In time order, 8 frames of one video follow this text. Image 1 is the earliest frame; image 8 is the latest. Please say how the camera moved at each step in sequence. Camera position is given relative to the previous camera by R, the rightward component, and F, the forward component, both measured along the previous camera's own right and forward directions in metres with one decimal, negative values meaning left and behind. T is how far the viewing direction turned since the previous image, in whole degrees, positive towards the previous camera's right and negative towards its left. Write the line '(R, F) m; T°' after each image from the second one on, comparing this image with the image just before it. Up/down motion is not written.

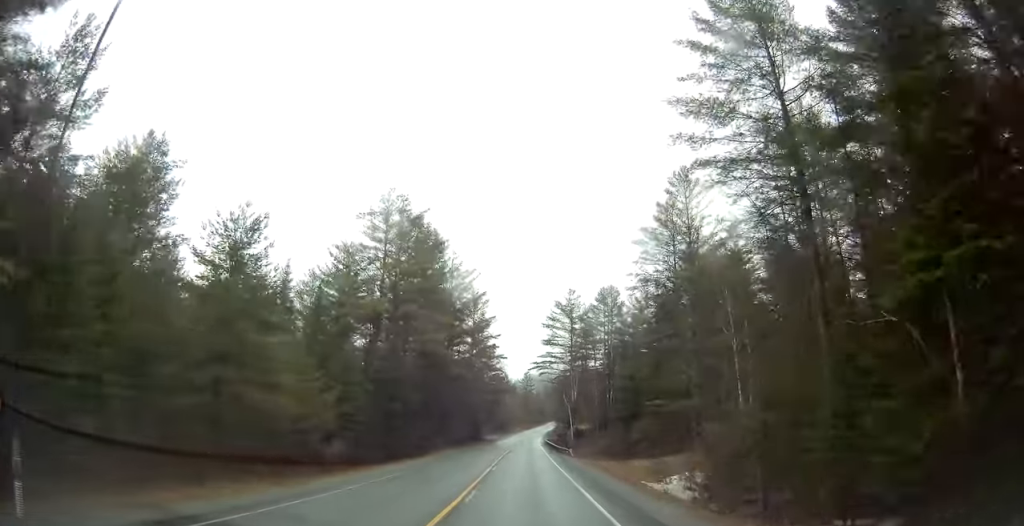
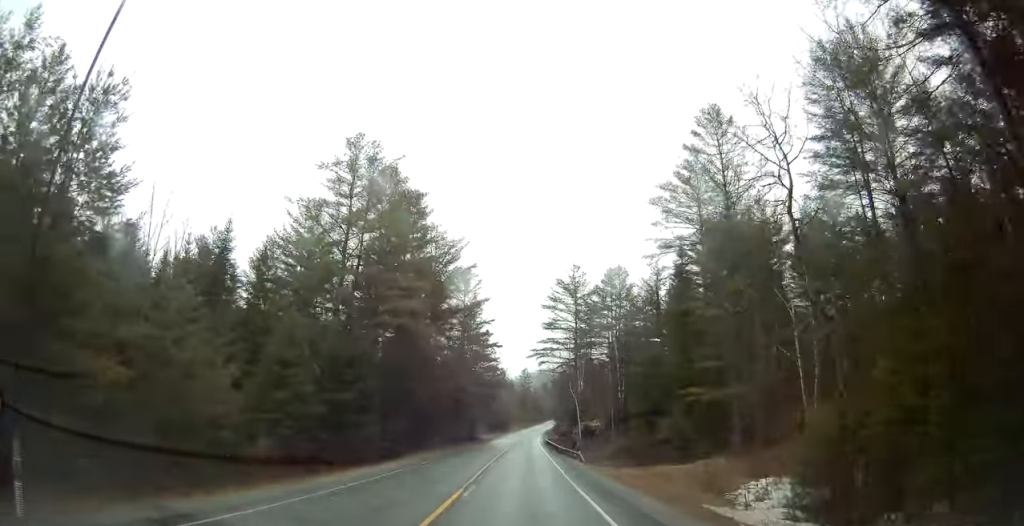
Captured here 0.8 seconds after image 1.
(0.0, +12.3) m; 0°
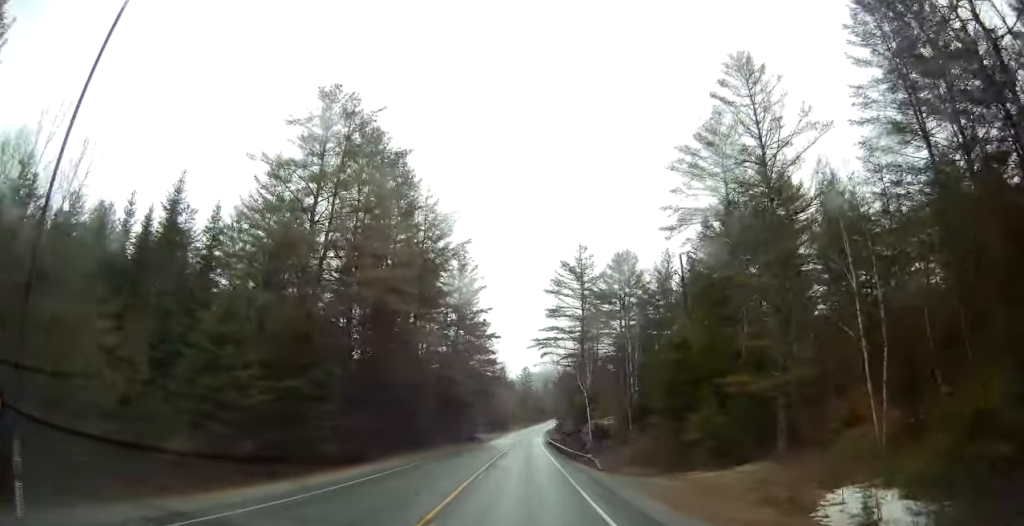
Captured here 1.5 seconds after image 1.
(+0.1, +8.2) m; 0°
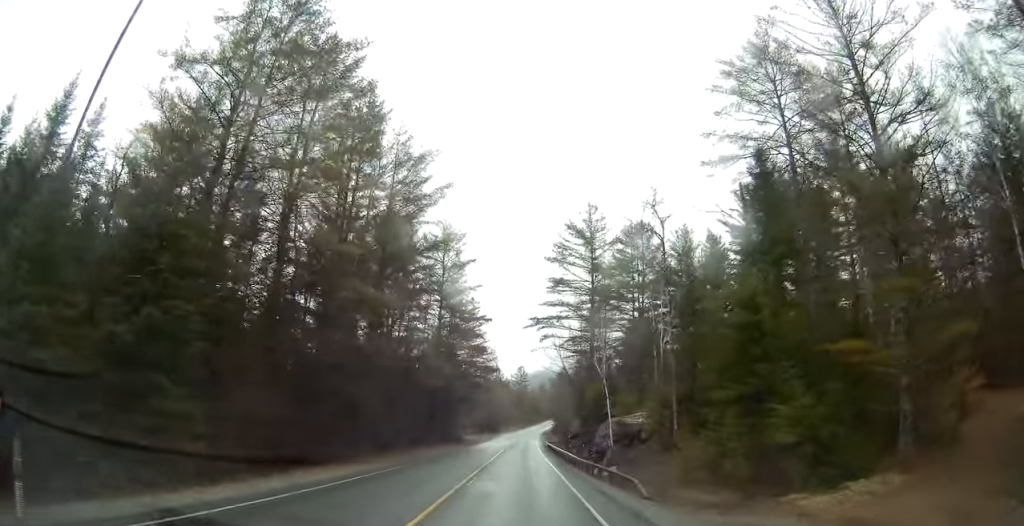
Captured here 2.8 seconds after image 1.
(-0.2, +14.0) m; -4°
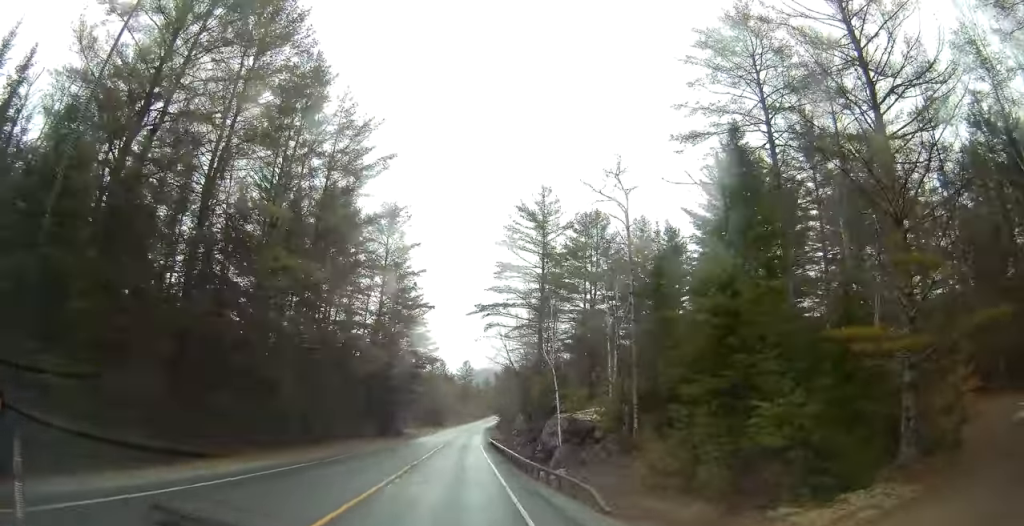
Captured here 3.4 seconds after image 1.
(-0.3, +3.4) m; -1°
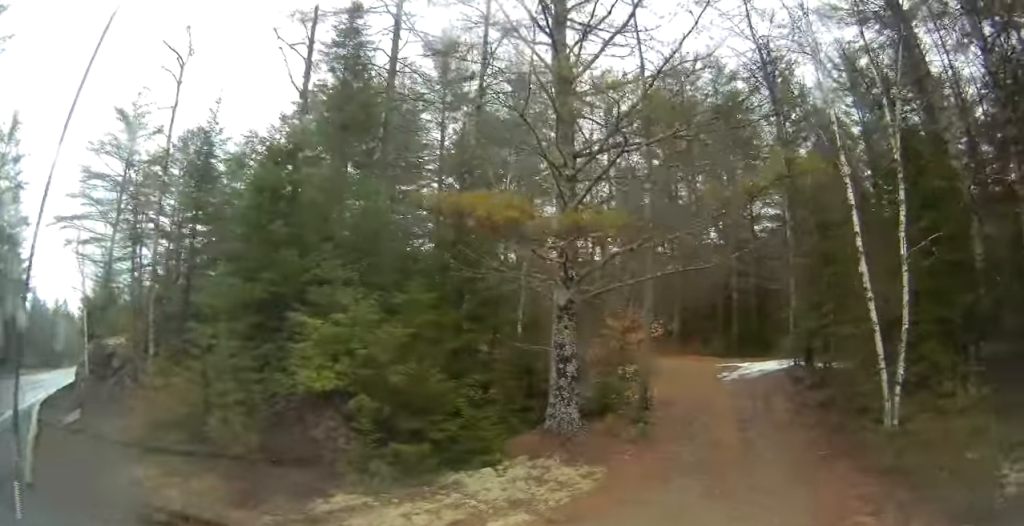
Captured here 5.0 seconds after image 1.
(+1.8, +2.8) m; +63°
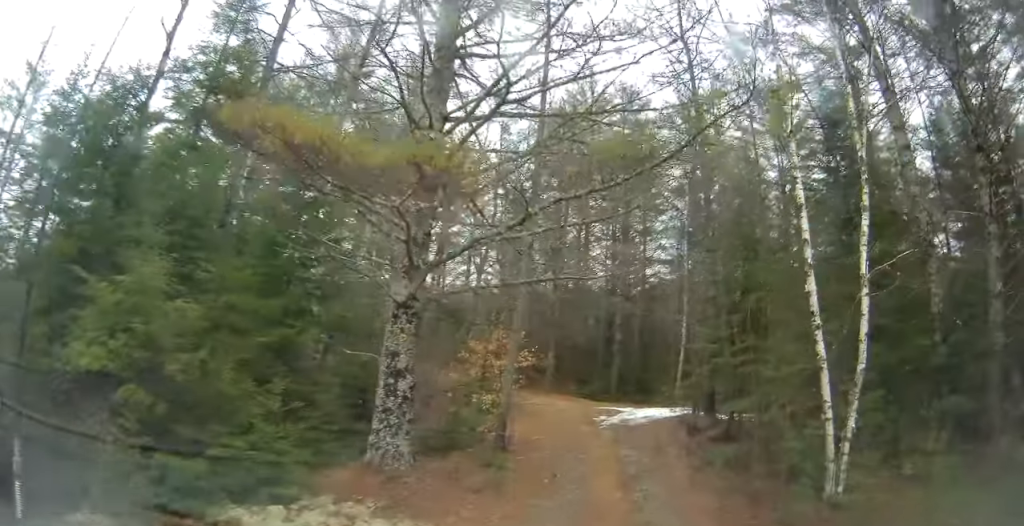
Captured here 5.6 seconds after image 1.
(0.0, +4.6) m; +1°
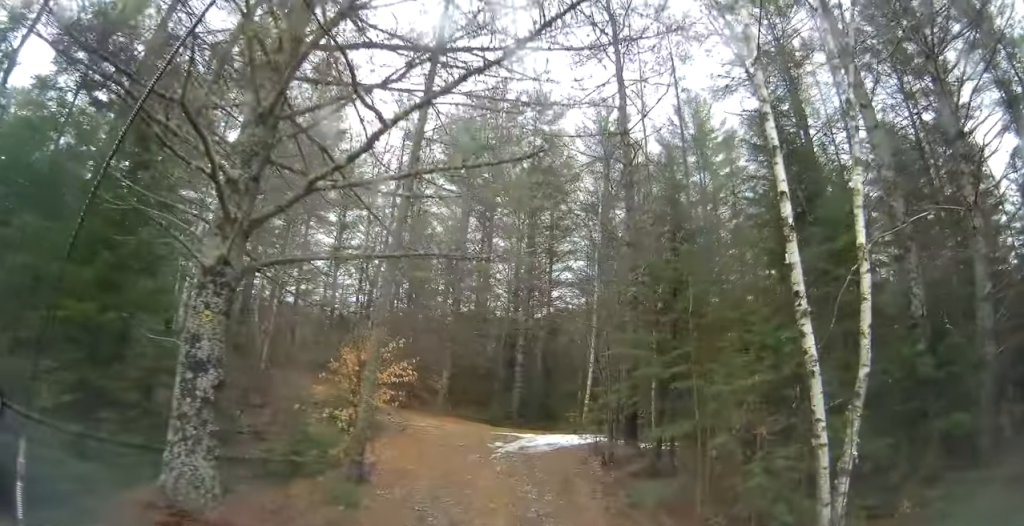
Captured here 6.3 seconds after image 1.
(+0.1, +3.8) m; +3°
